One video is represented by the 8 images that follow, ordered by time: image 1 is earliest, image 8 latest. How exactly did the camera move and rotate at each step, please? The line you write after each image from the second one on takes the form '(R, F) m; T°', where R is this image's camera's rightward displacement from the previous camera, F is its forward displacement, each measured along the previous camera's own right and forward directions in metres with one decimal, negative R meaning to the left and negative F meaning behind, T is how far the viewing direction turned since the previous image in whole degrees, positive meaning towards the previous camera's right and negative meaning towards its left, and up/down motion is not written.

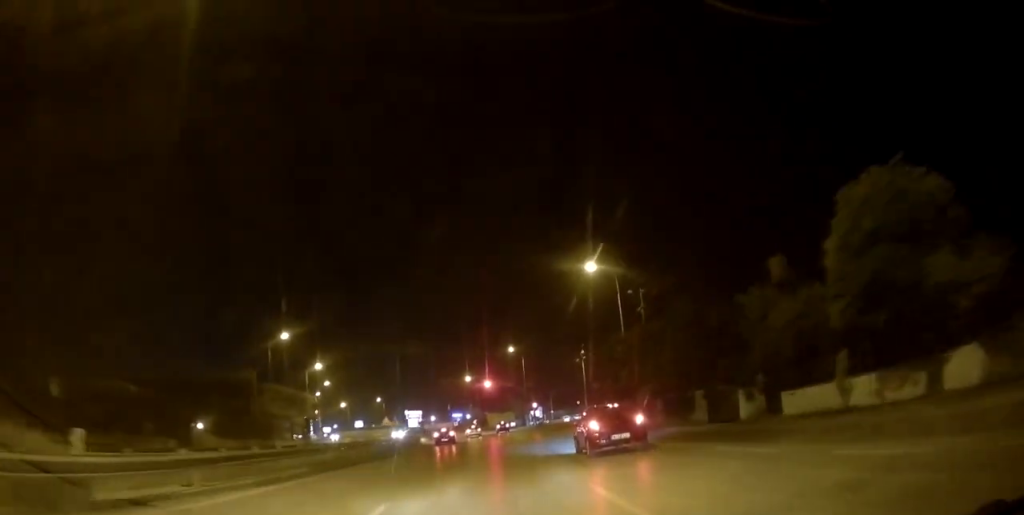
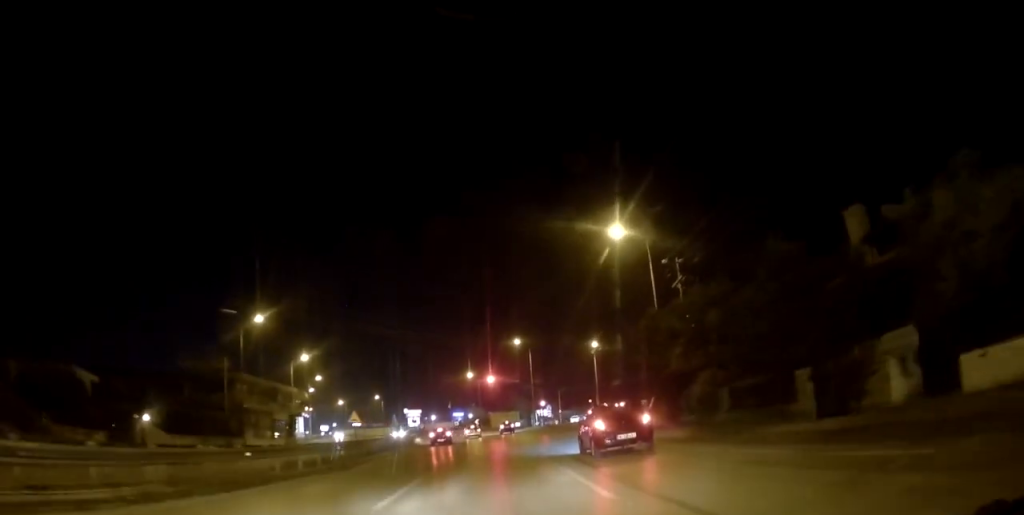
(+0.1, +8.5) m; 0°
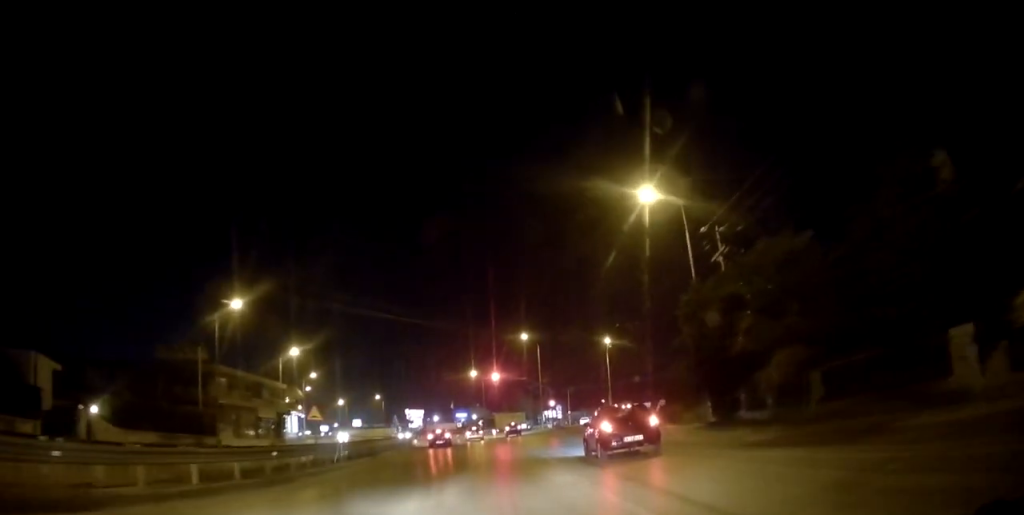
(-0.1, +6.4) m; 0°
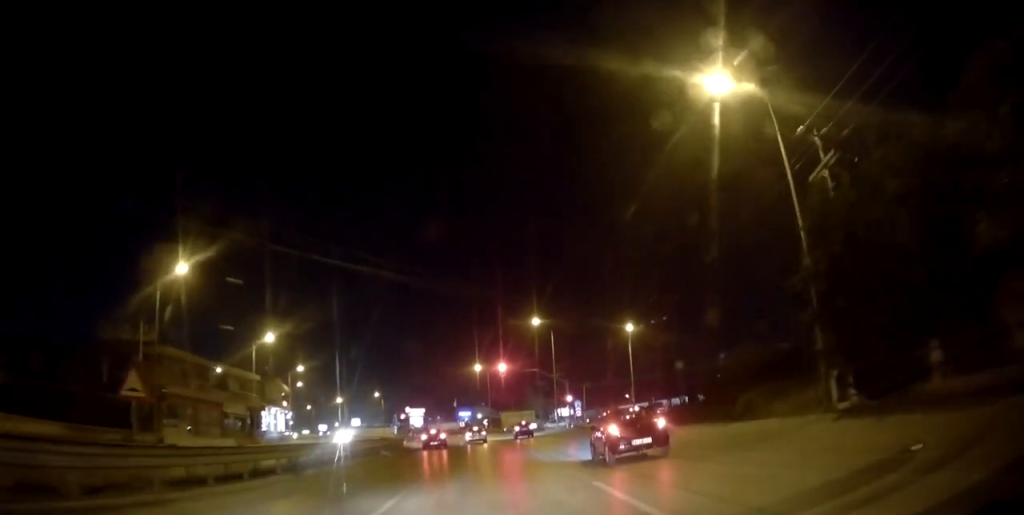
(-0.1, +11.2) m; 0°
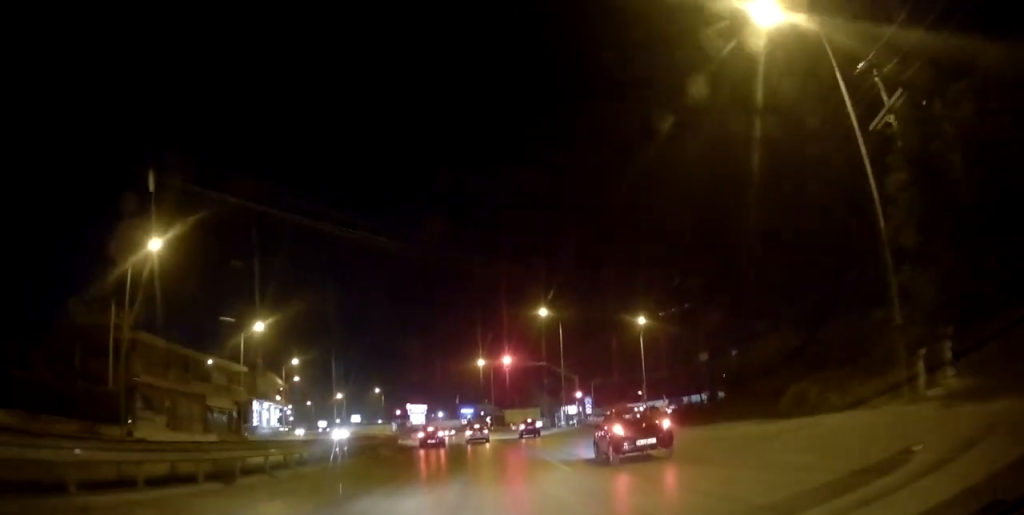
(0.0, +4.6) m; 0°
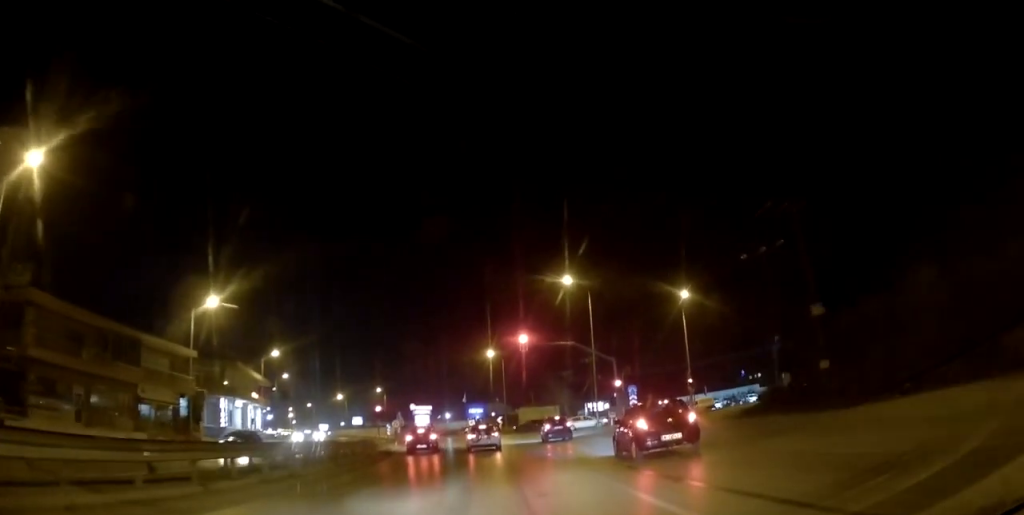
(0.0, +13.6) m; 0°
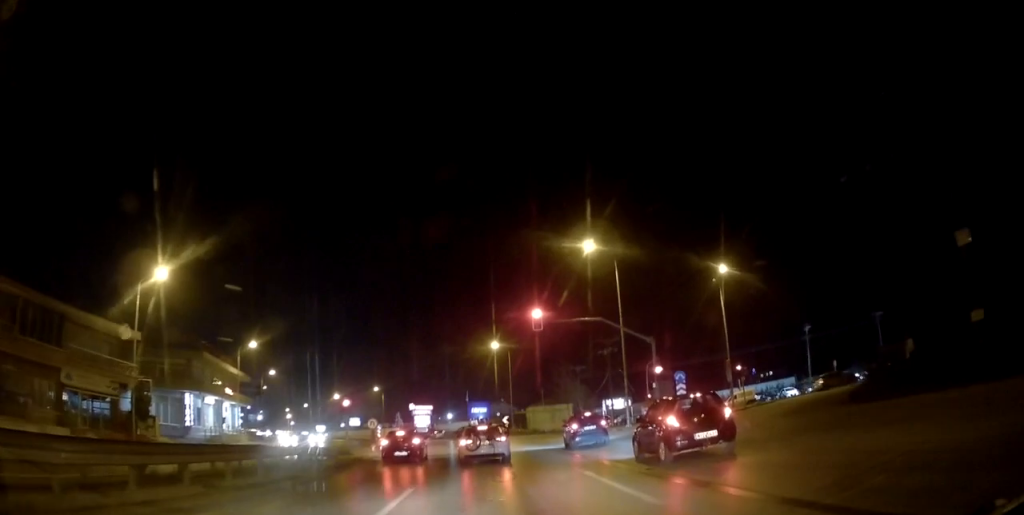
(-0.1, +9.1) m; -1°
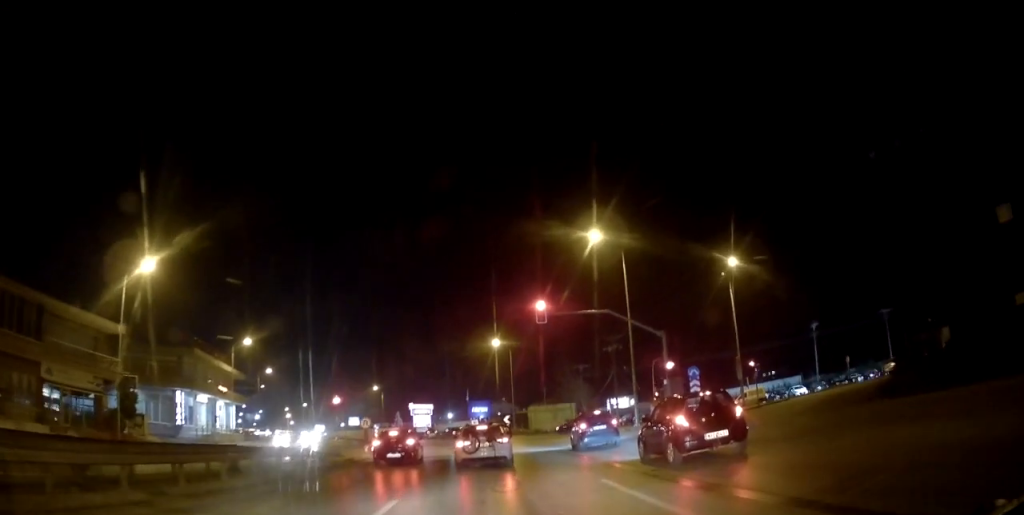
(0.0, +2.0) m; 0°
